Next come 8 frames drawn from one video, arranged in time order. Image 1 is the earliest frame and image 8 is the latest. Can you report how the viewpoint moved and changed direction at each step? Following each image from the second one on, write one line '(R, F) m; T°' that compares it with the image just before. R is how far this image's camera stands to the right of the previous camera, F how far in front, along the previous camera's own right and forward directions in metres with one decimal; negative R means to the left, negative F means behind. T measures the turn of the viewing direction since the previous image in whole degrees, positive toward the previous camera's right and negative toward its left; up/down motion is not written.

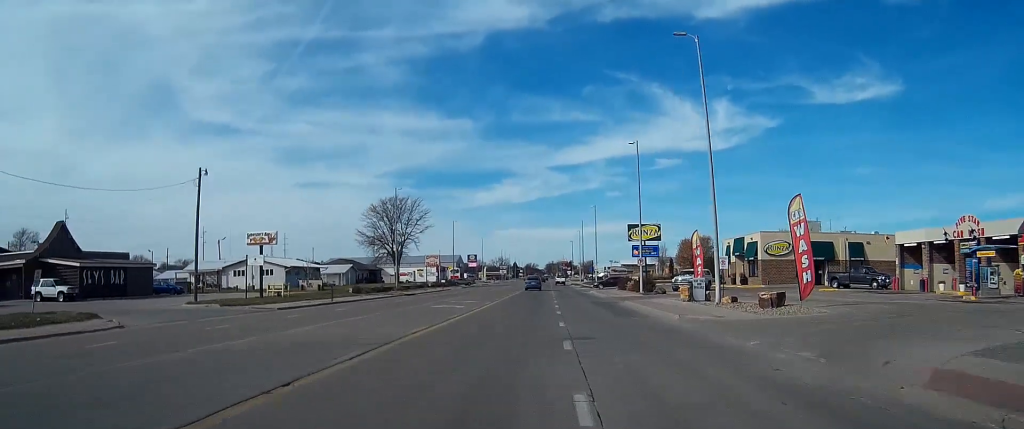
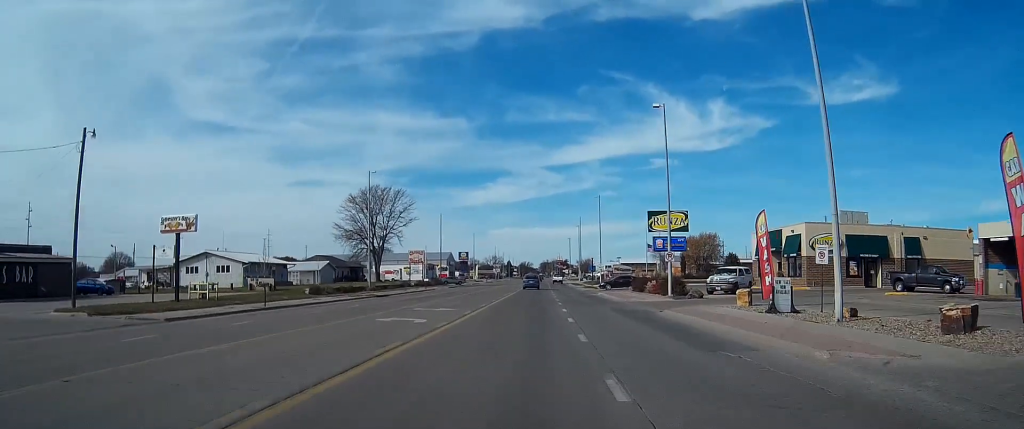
(0.0, +13.0) m; 0°
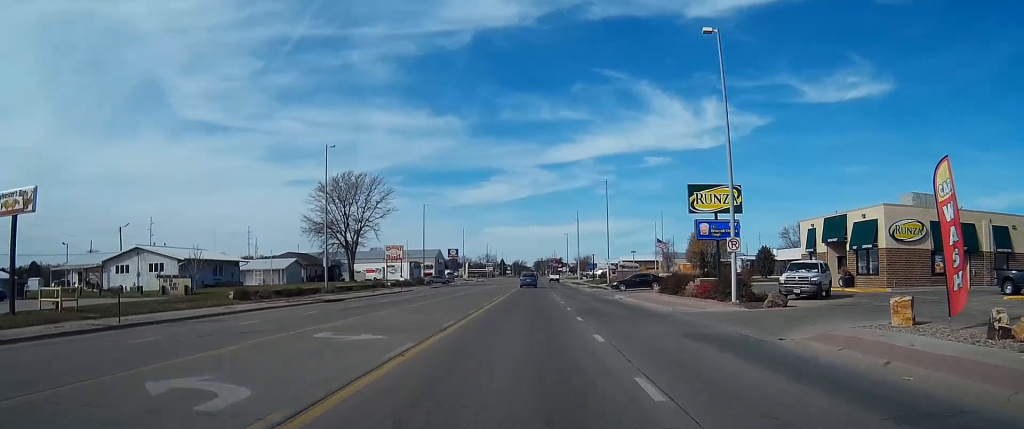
(+0.1, +14.9) m; 0°
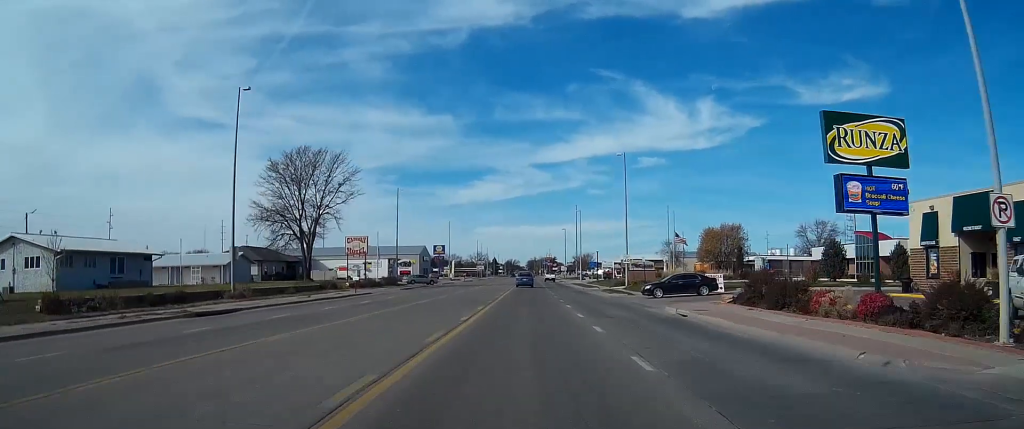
(0.0, +19.3) m; 0°
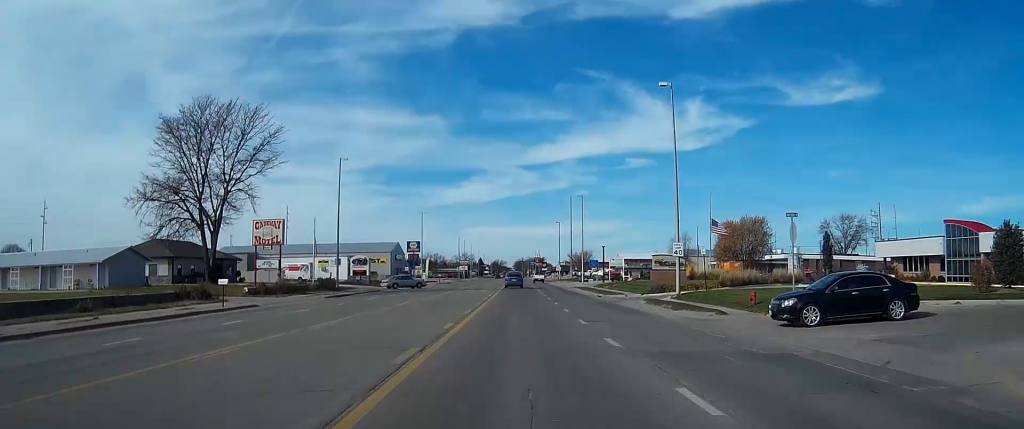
(+0.2, +24.9) m; +1°
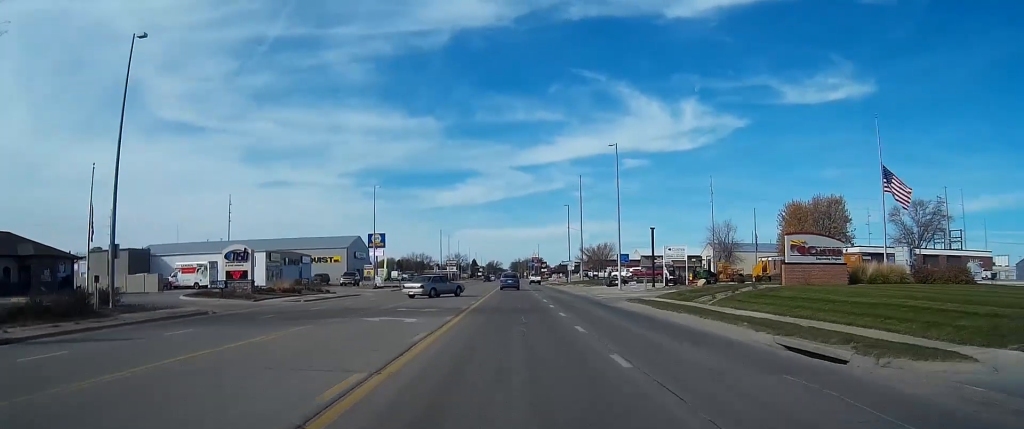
(+0.2, +39.7) m; 0°
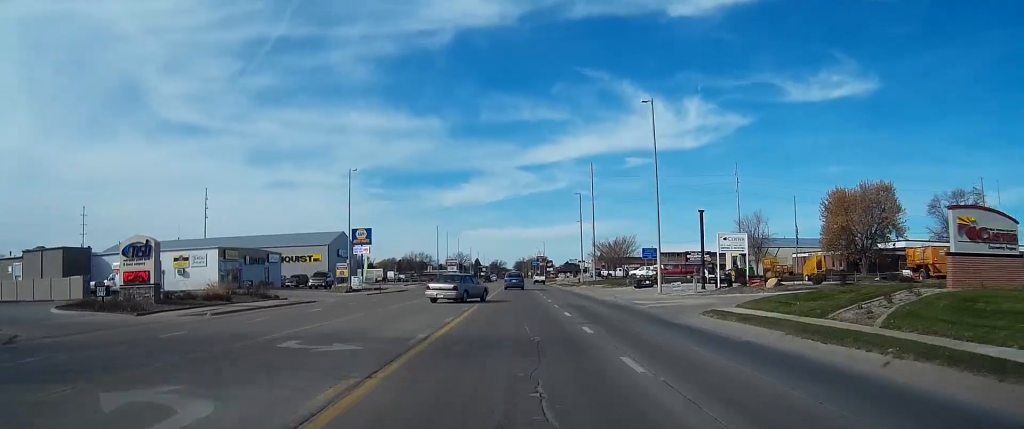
(-0.1, +15.4) m; 0°
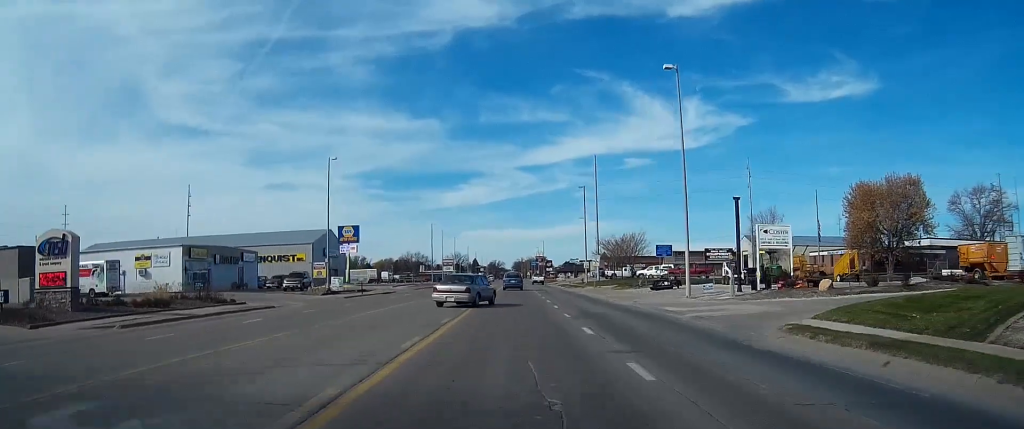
(0.0, +7.9) m; 0°
